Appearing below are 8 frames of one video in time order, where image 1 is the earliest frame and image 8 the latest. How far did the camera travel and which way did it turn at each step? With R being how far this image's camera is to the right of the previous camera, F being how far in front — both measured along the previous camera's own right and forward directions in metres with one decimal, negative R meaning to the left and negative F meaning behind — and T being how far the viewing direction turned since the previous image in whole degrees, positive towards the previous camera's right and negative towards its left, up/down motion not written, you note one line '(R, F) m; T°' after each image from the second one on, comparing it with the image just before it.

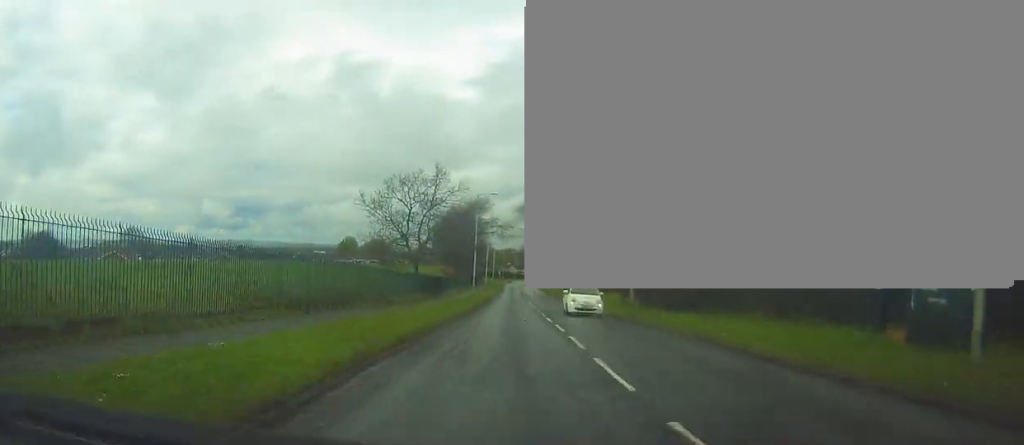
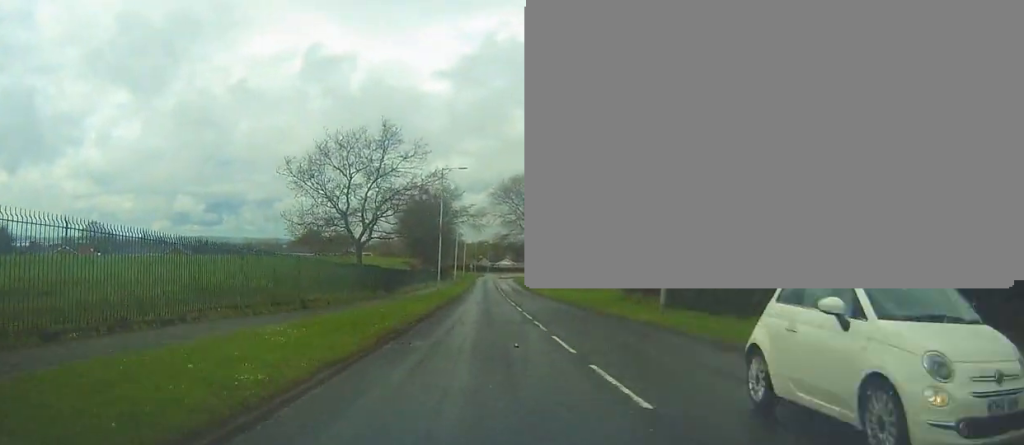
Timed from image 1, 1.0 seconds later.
(+0.5, +11.9) m; +3°
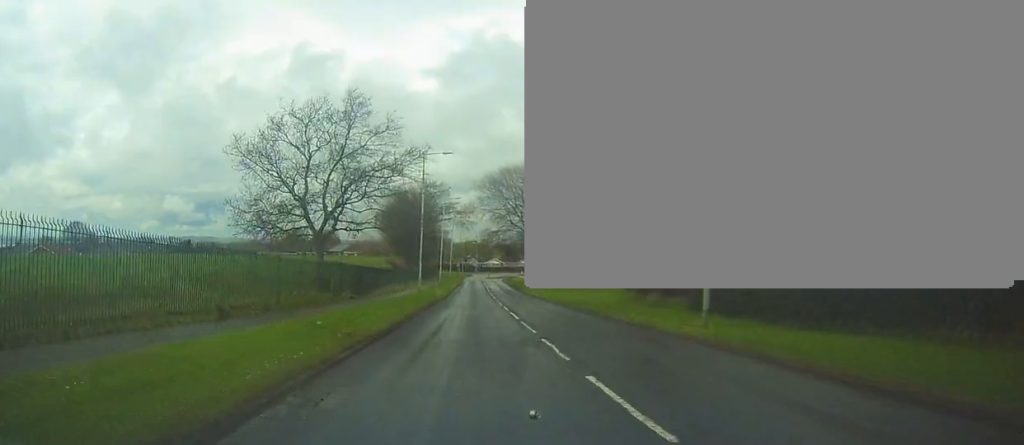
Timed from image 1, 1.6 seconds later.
(0.0, +6.3) m; +1°
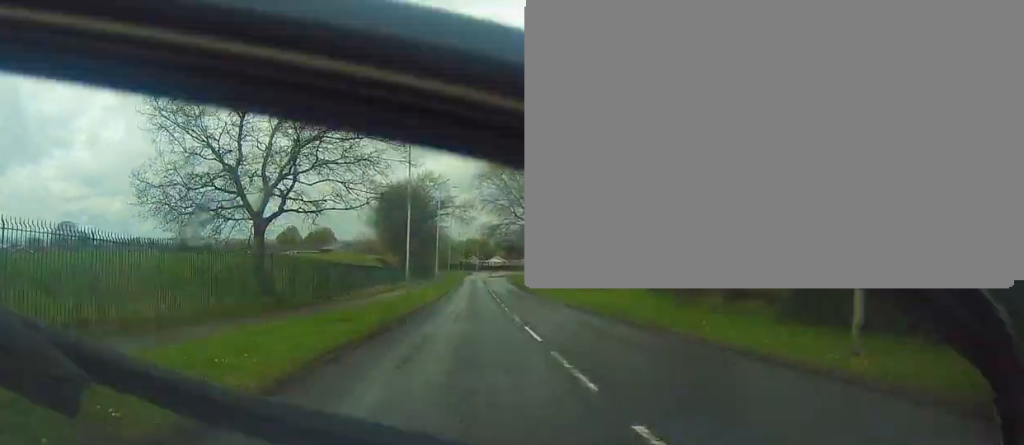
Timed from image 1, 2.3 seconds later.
(+0.2, +8.4) m; +1°
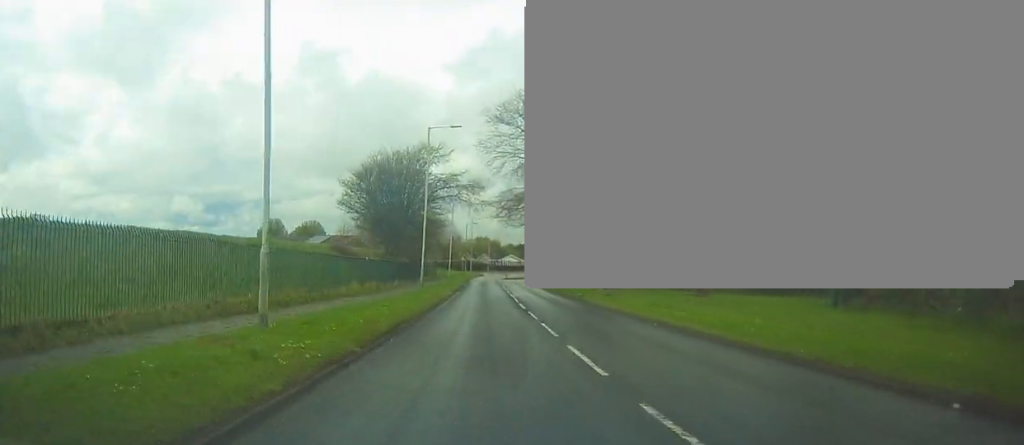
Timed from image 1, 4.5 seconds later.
(-0.4, +27.8) m; -2°
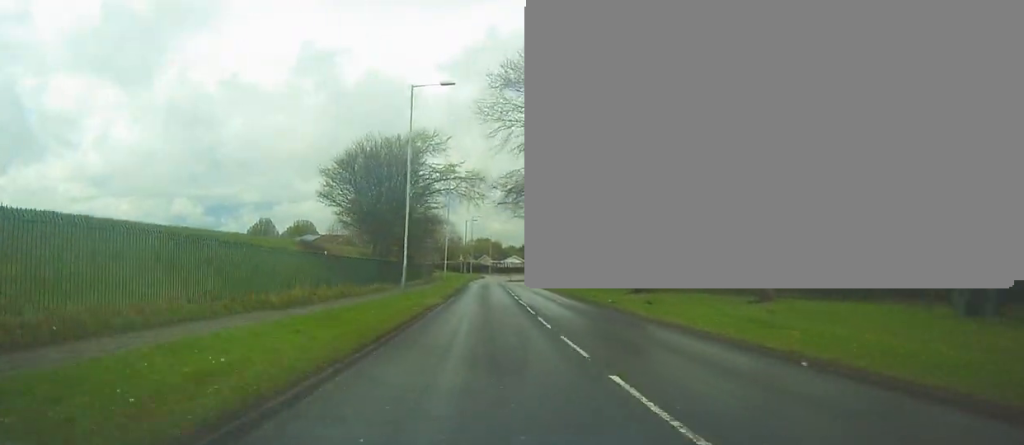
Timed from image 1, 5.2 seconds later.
(0.0, +9.6) m; 0°
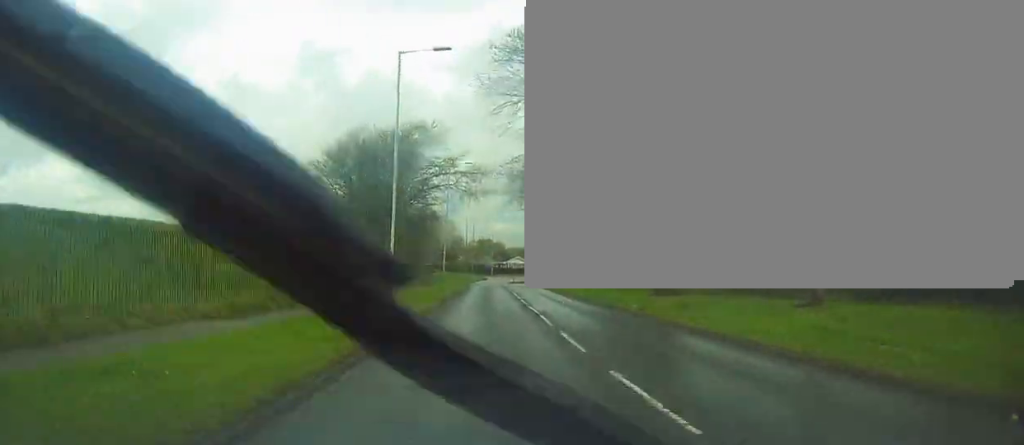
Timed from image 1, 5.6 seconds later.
(+0.1, +5.3) m; 0°
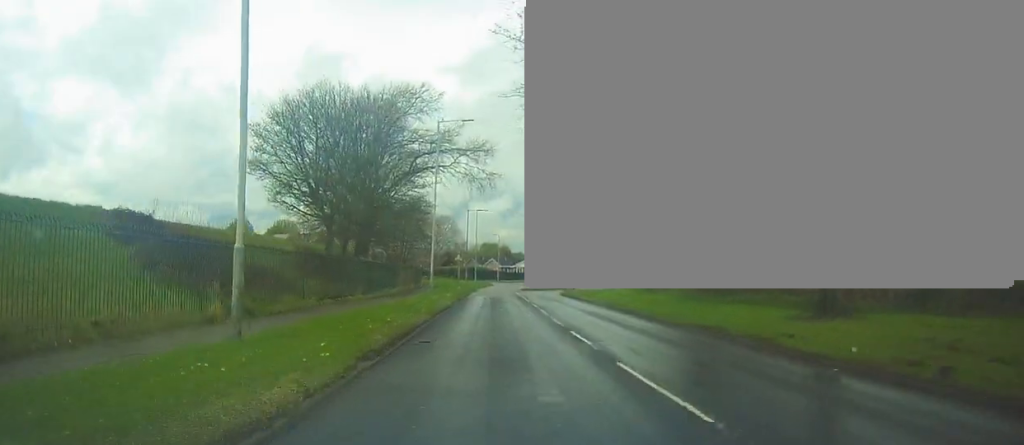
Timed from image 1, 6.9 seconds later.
(+0.1, +17.3) m; 0°
